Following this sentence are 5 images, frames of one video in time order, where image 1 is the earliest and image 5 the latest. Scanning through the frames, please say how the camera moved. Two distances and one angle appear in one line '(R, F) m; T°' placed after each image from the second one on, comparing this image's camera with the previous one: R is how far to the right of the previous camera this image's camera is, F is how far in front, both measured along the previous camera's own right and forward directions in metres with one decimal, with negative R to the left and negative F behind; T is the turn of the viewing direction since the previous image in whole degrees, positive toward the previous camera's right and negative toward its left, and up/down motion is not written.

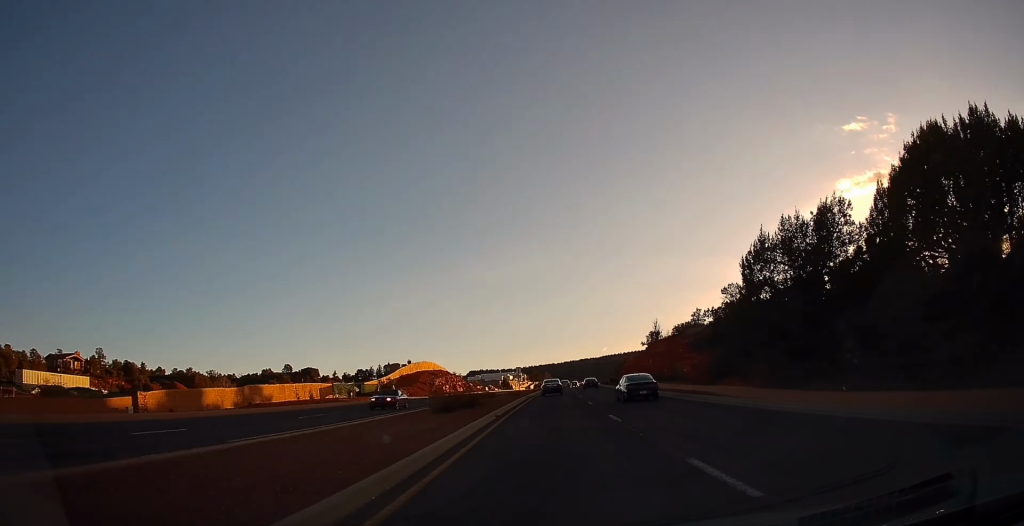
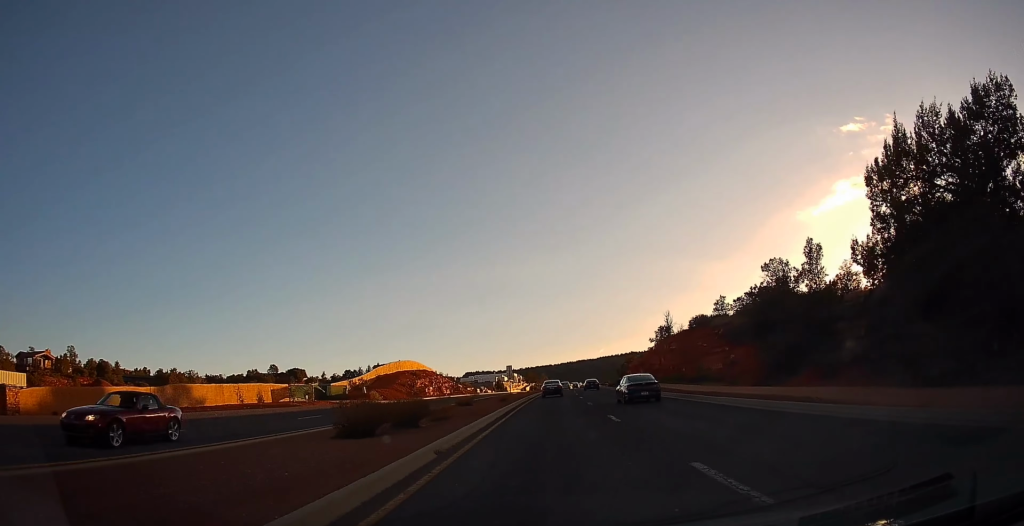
(+0.2, +12.2) m; -1°
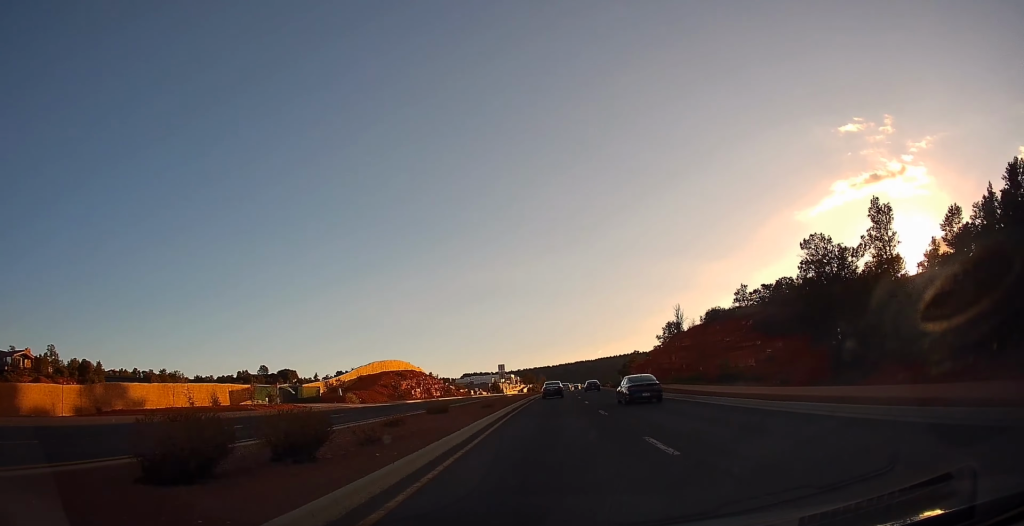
(+0.3, +8.1) m; -1°
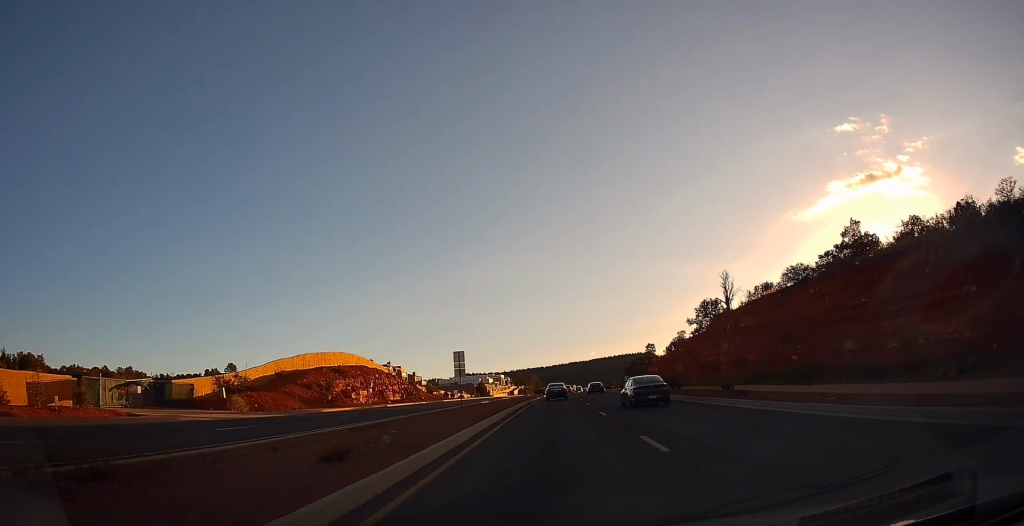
(-1.0, +23.7) m; -3°
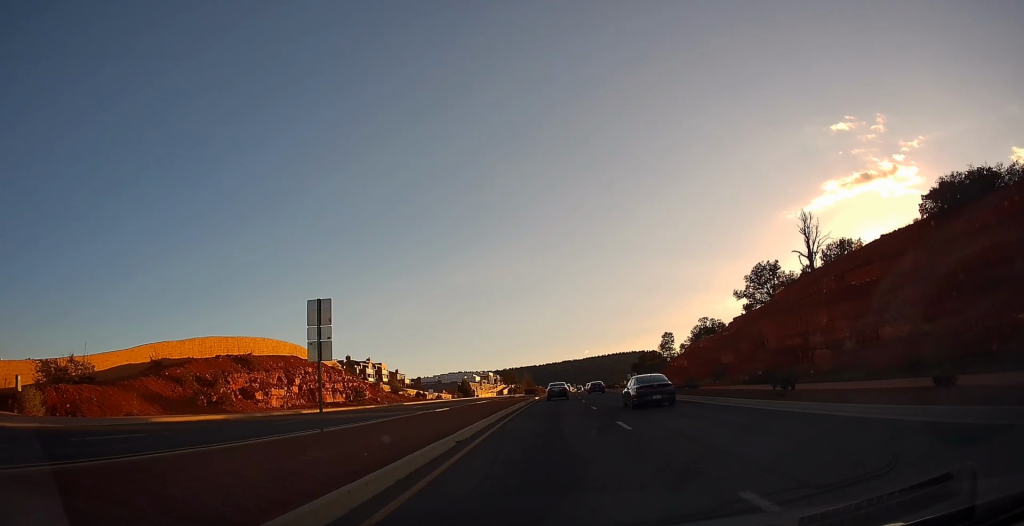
(0.0, +19.5) m; +2°
